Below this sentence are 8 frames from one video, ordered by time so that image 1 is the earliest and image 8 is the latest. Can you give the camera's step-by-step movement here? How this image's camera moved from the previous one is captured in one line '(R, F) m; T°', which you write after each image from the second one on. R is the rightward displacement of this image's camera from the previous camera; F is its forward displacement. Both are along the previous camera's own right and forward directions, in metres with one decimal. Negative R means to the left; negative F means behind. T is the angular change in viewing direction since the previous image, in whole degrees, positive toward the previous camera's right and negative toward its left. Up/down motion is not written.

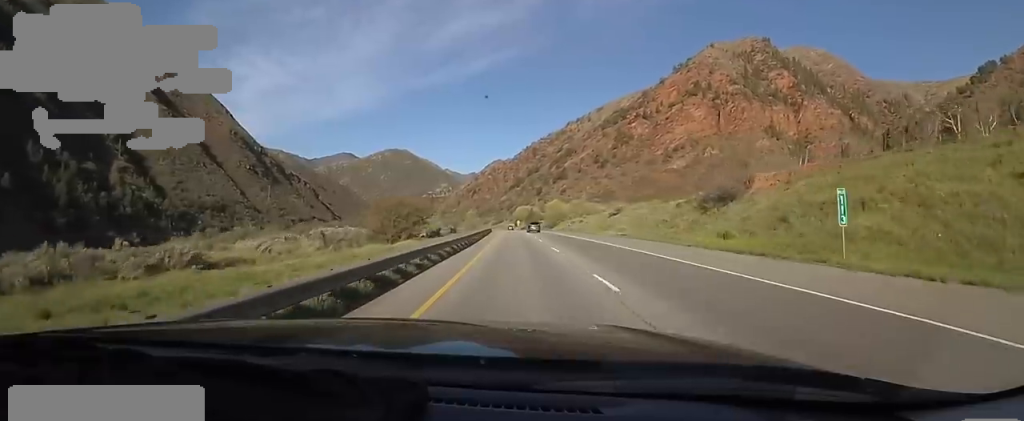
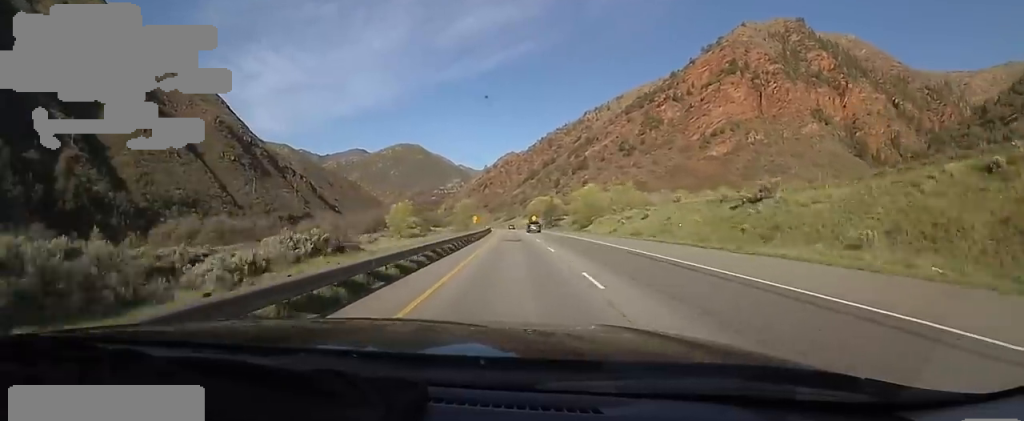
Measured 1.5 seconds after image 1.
(-1.2, +48.1) m; -3°
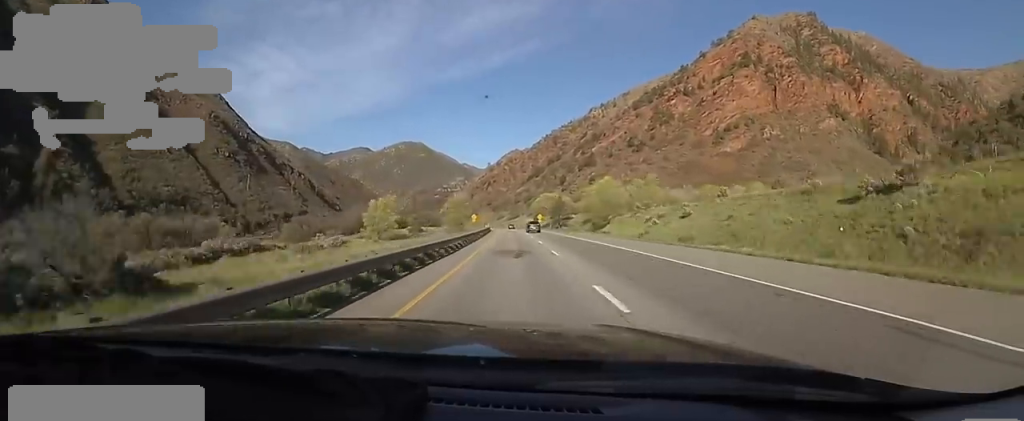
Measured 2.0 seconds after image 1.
(0.0, +14.7) m; 0°
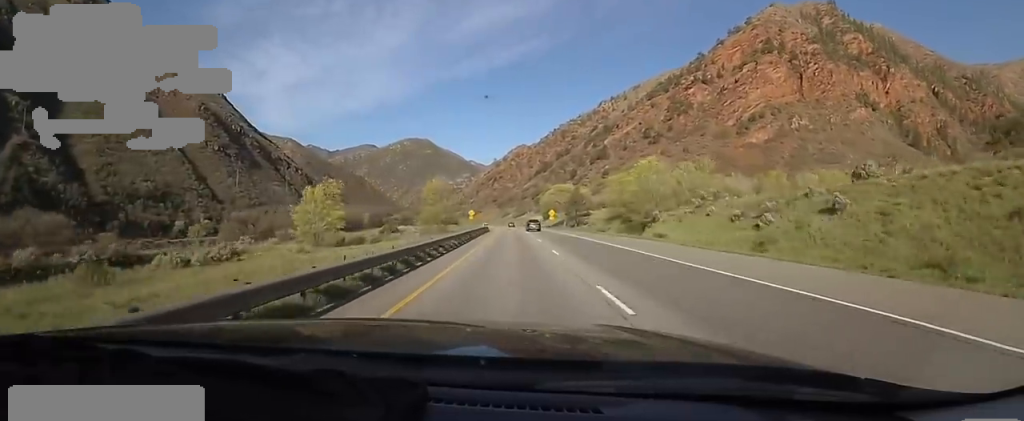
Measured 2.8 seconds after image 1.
(0.0, +24.2) m; 0°
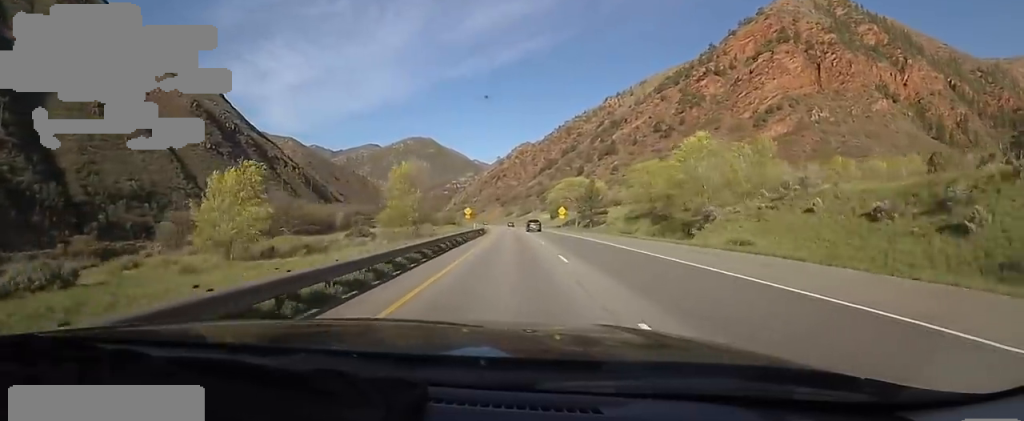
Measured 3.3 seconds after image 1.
(0.0, +15.8) m; 0°
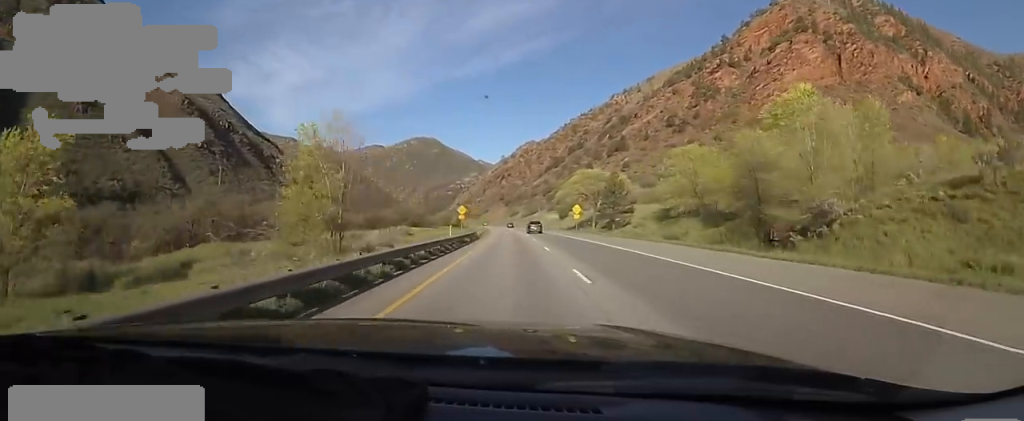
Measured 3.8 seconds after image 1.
(0.0, +16.9) m; -1°
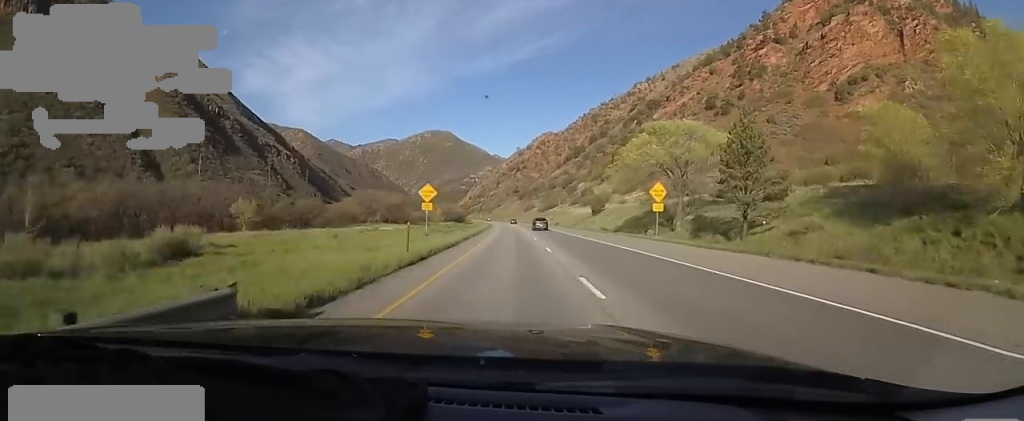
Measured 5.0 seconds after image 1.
(-1.1, +38.2) m; -3°
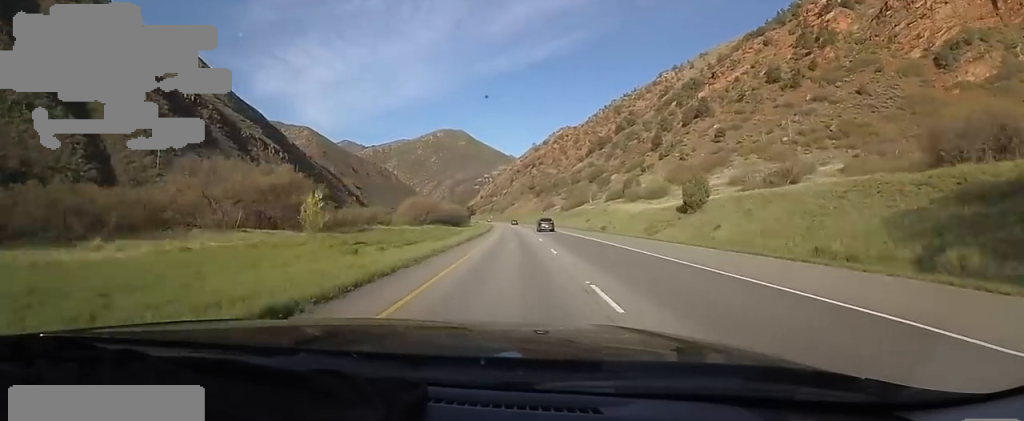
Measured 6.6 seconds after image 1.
(-0.9, +50.1) m; -1°
